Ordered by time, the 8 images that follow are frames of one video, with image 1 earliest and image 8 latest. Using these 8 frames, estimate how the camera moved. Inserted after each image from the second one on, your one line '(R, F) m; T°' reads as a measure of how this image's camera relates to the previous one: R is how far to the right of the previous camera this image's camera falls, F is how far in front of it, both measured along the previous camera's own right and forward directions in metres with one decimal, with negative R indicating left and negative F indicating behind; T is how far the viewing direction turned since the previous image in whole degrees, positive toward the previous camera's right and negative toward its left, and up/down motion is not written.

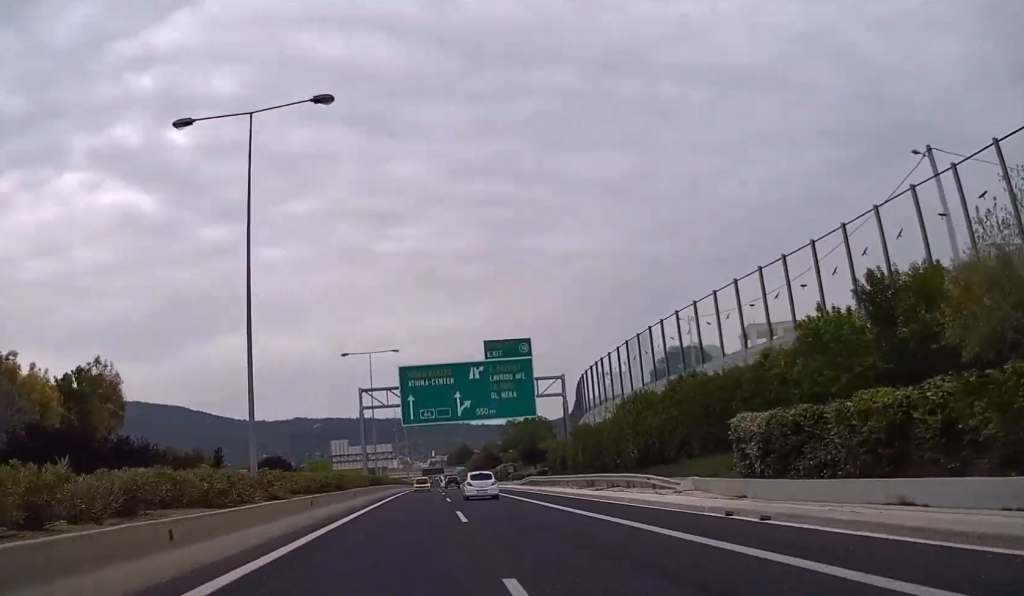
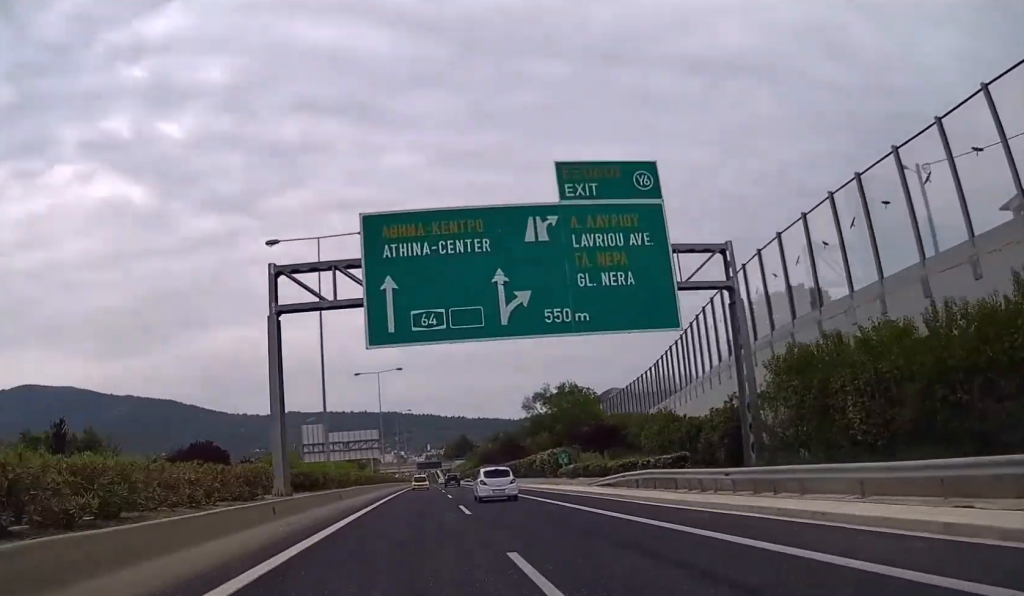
(+0.2, +33.2) m; +1°
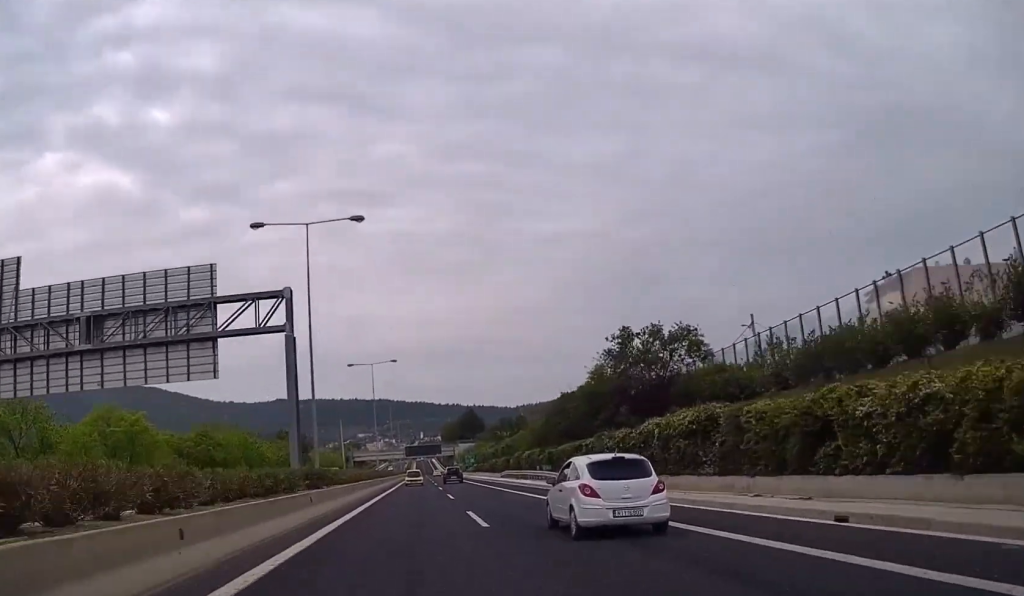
(+0.6, +97.2) m; +1°
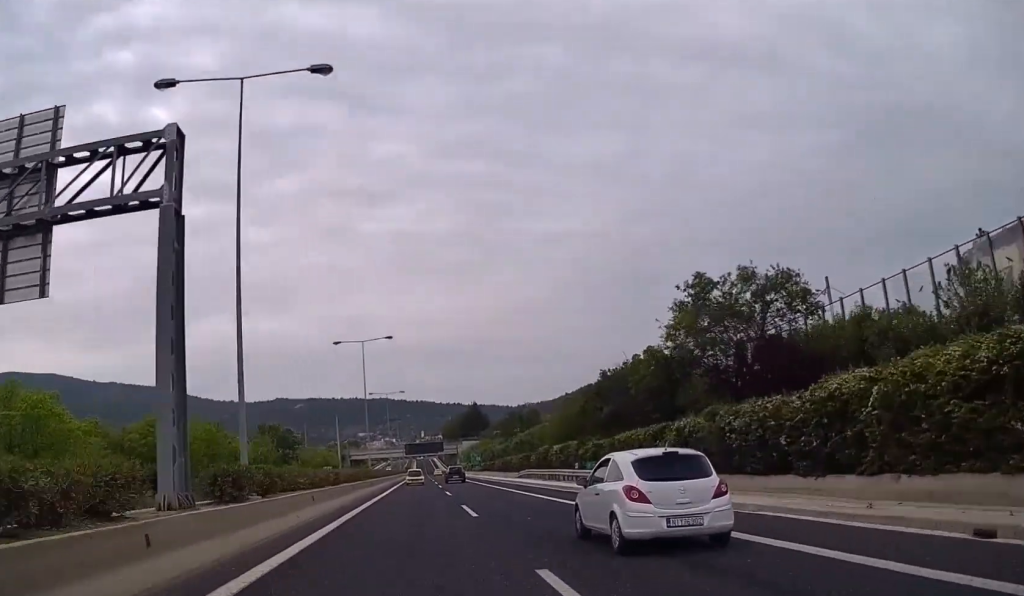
(0.0, +14.3) m; 0°
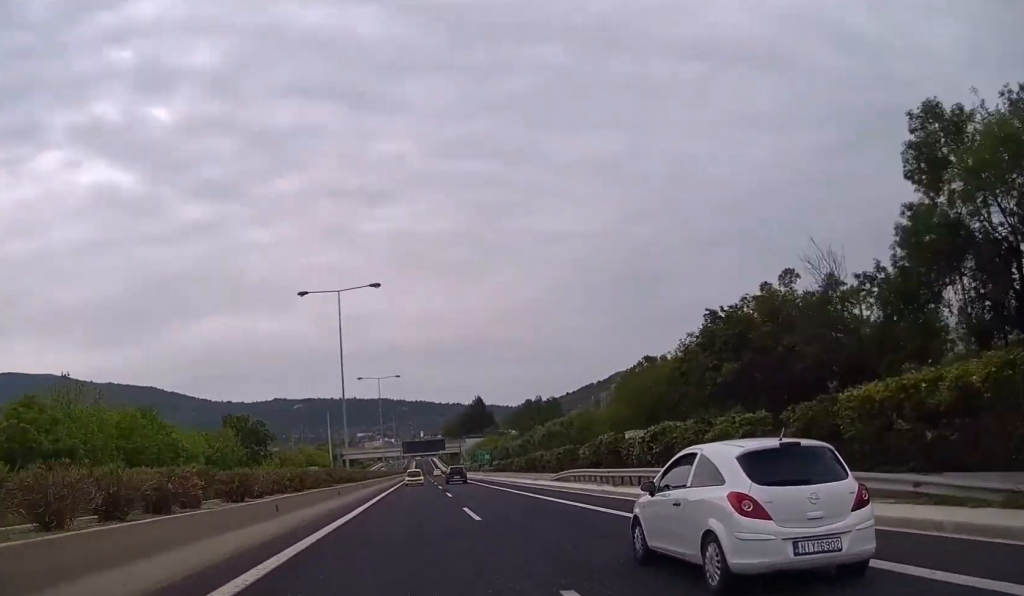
(0.0, +19.7) m; 0°
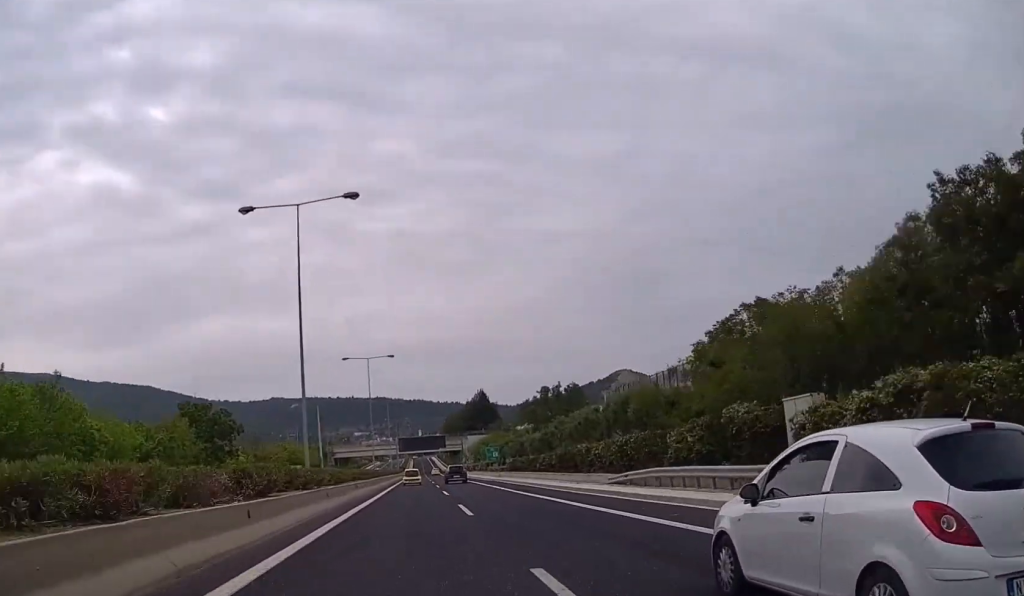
(0.0, +16.3) m; 0°
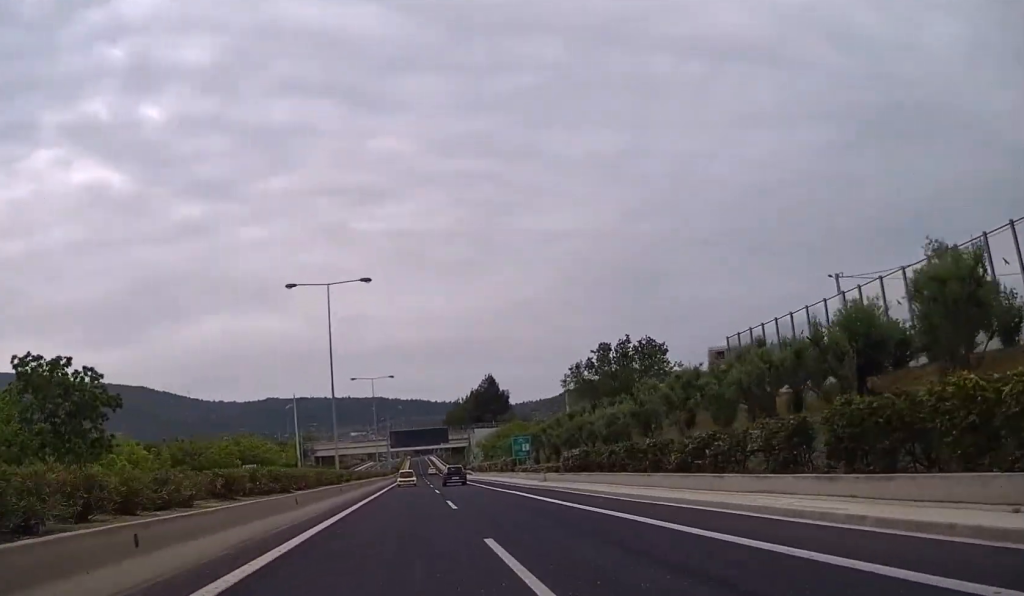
(0.0, +32.4) m; 0°
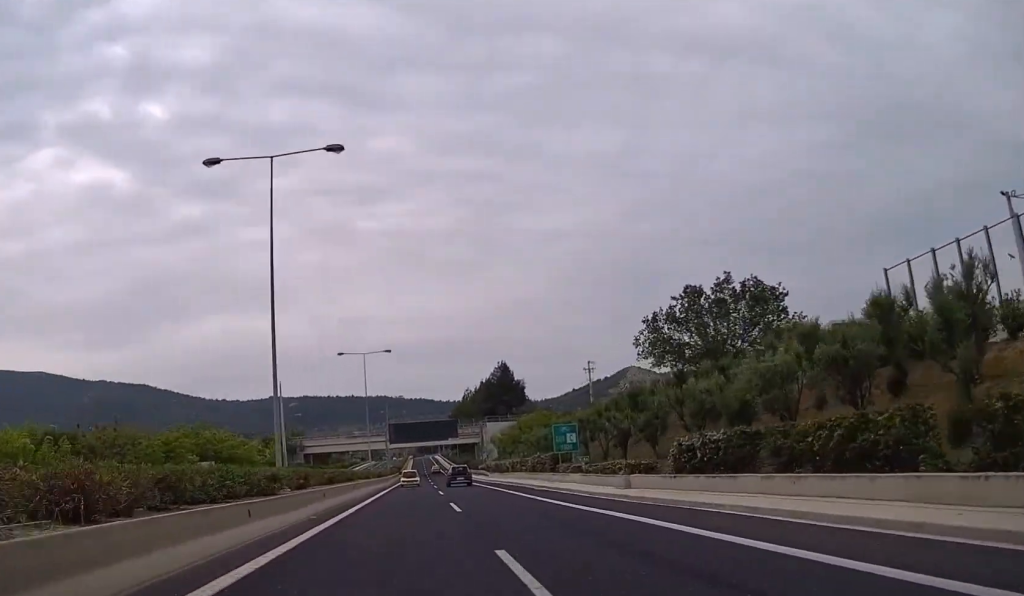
(-0.1, +20.3) m; 0°
